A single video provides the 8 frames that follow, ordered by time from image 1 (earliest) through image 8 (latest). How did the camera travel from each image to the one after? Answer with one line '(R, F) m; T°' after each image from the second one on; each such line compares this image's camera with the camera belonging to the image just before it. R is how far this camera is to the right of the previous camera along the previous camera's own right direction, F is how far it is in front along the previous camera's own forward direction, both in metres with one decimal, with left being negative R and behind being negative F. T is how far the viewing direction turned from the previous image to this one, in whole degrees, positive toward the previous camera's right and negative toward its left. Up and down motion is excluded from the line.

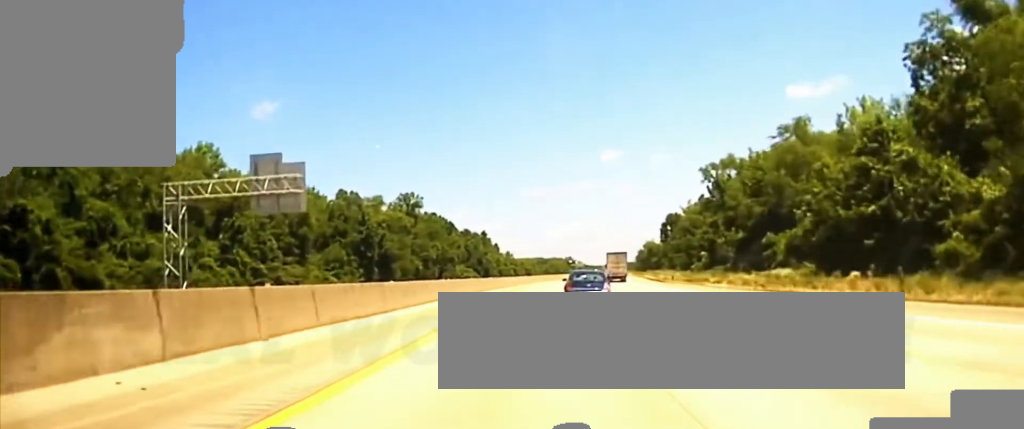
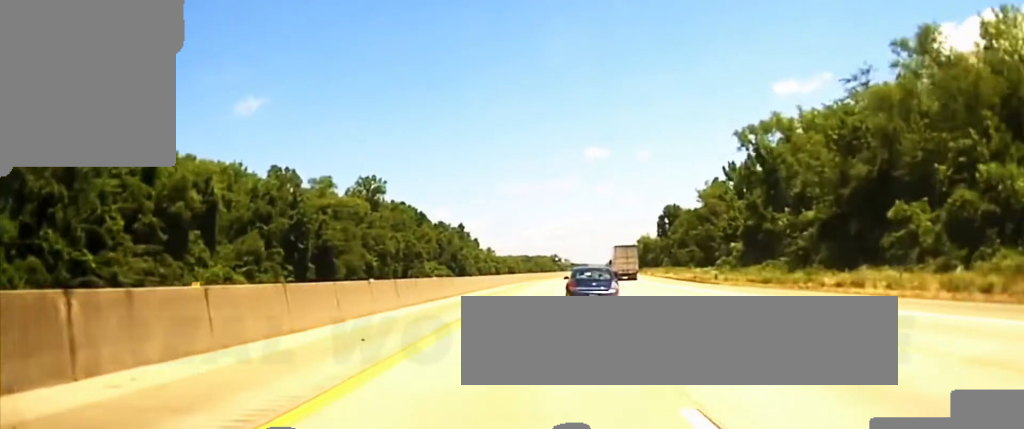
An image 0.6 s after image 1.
(+0.6, +32.7) m; +1°
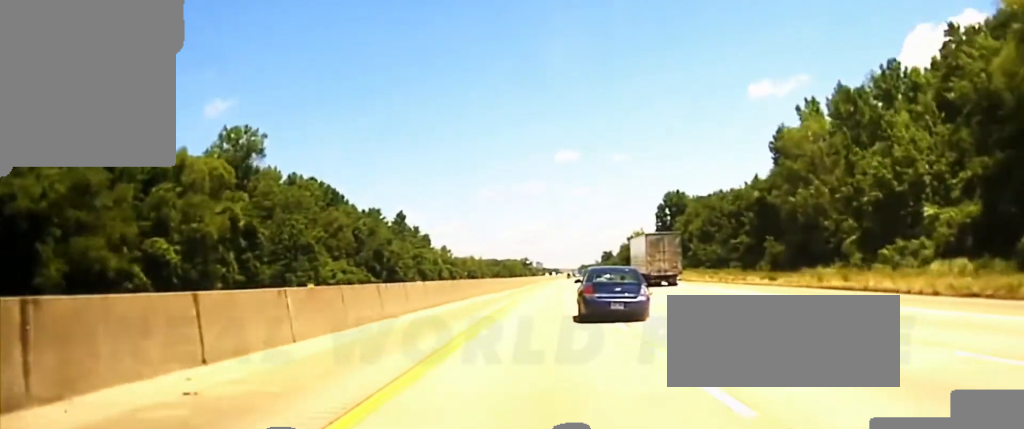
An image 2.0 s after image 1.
(+0.6, +63.9) m; +1°
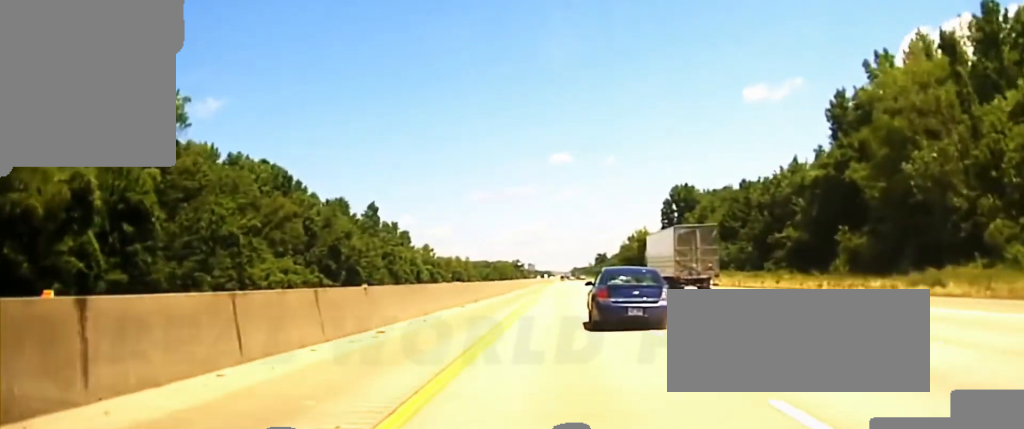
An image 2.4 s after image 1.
(+0.2, +20.1) m; 0°
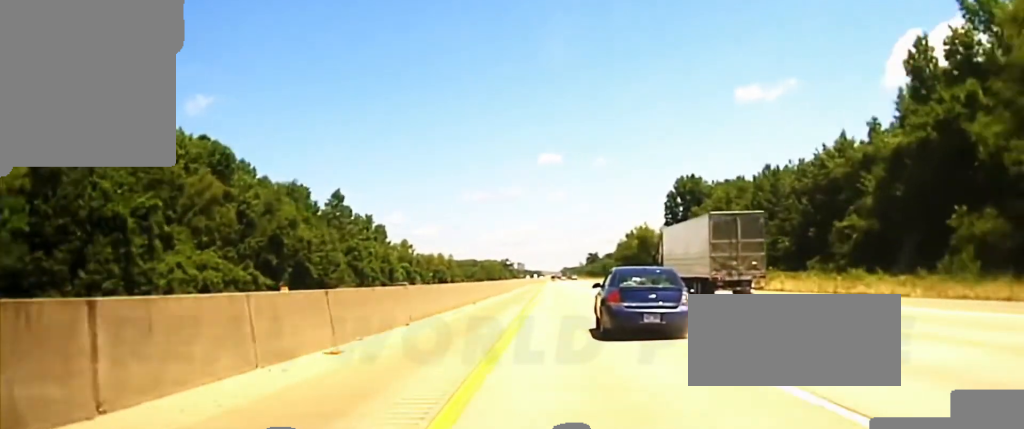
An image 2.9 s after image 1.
(+0.1, +17.6) m; 0°
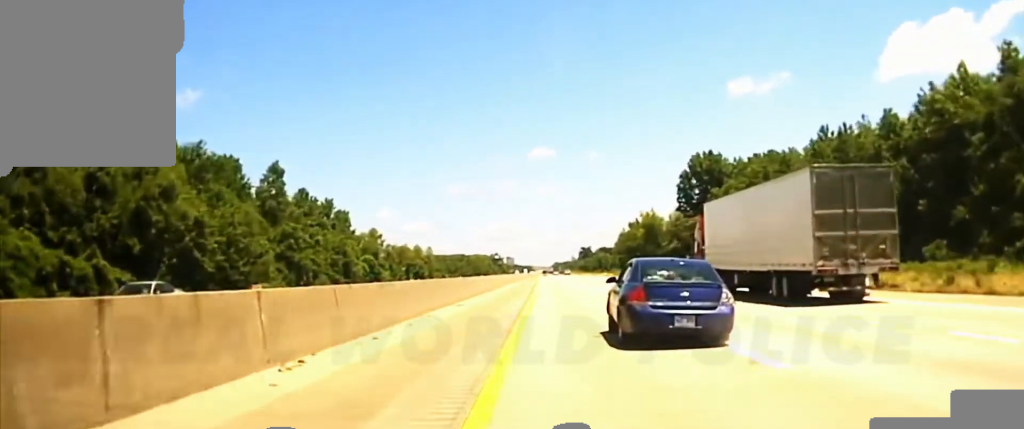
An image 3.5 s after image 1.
(+0.1, +26.2) m; 0°
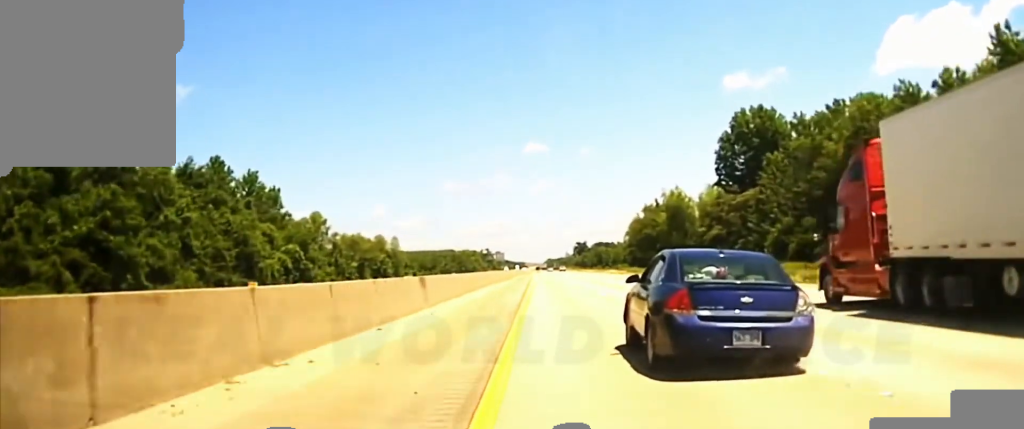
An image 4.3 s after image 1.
(+0.1, +40.6) m; 0°
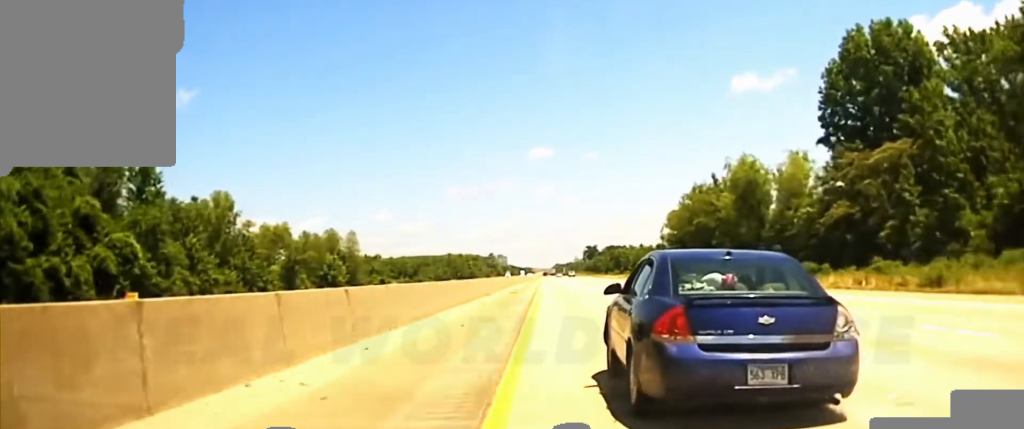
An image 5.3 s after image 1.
(+0.2, +54.0) m; +1°
